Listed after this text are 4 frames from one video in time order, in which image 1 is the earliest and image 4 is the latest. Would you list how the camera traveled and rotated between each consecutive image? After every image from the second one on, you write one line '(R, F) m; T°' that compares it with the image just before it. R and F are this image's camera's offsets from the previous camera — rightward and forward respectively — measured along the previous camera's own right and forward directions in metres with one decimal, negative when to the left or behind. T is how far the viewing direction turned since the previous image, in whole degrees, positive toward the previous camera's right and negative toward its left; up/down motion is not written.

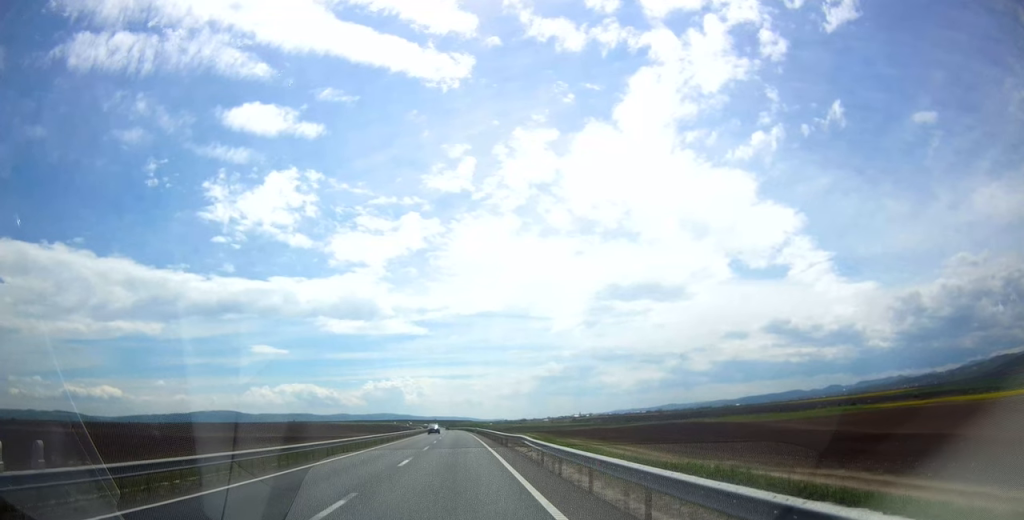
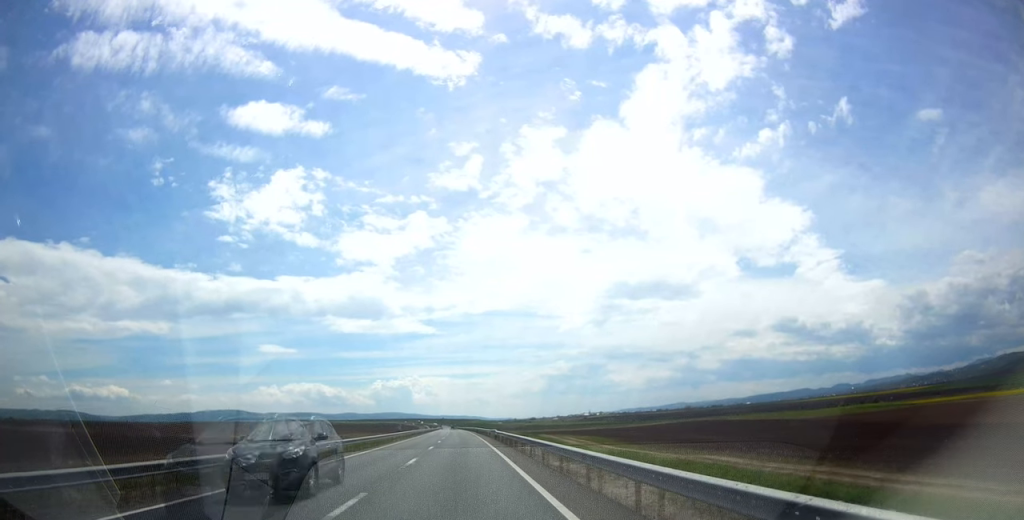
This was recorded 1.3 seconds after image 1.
(-0.3, +35.6) m; -1°
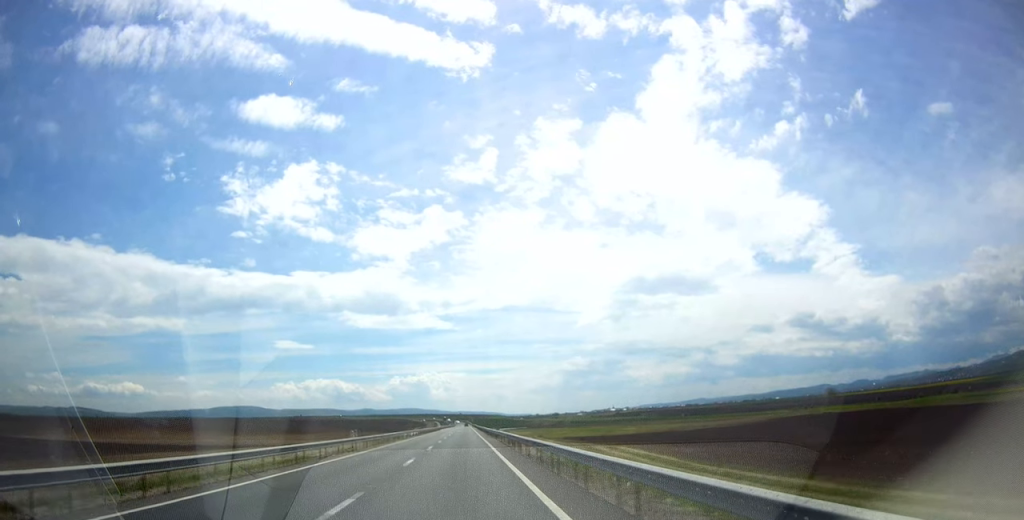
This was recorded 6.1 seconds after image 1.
(-2.5, +133.9) m; -2°
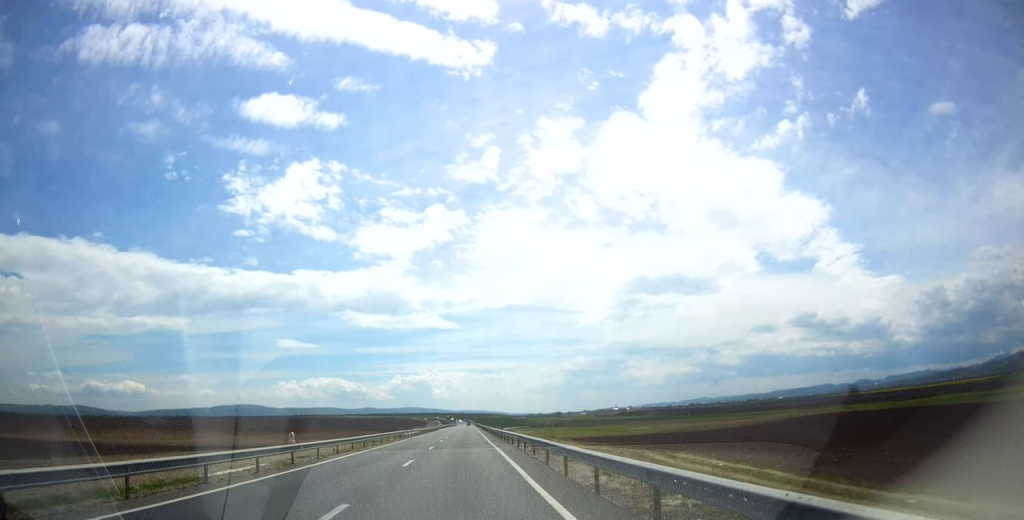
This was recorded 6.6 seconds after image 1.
(+0.2, +13.3) m; 0°
